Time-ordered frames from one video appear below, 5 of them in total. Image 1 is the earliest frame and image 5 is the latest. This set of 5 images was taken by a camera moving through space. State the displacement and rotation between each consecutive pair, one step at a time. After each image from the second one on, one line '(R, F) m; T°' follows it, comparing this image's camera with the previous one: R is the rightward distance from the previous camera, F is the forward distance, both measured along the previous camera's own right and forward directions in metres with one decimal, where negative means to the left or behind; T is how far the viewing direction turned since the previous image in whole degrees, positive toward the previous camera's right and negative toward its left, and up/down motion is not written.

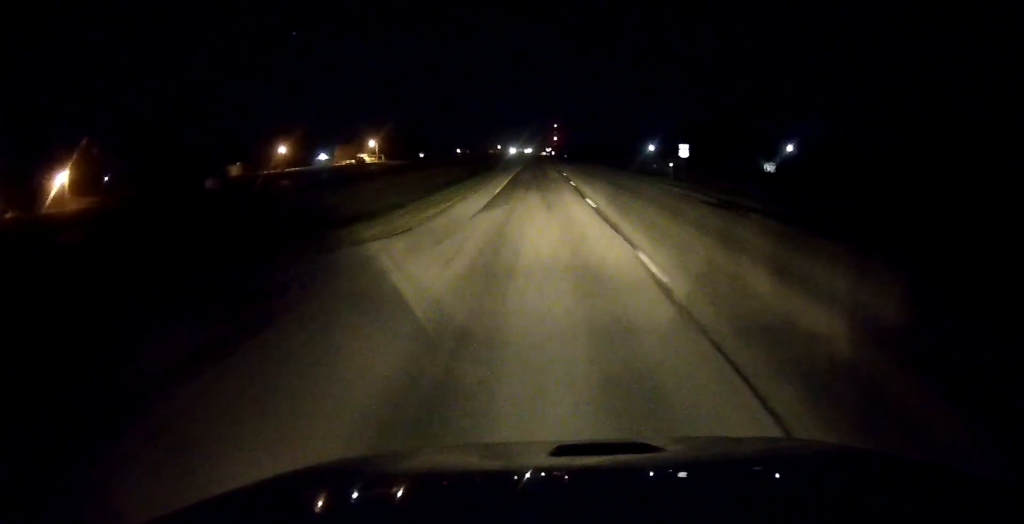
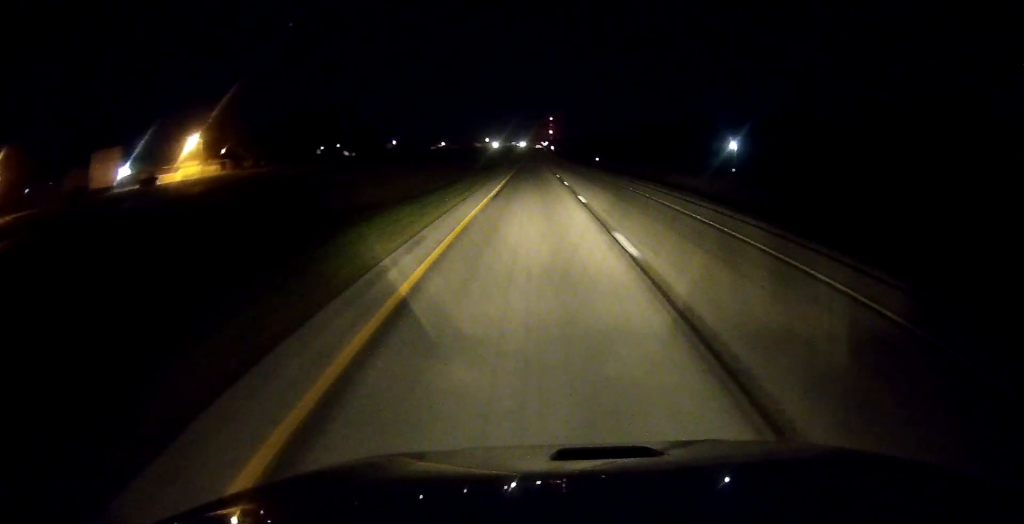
(+0.5, +128.9) m; 0°
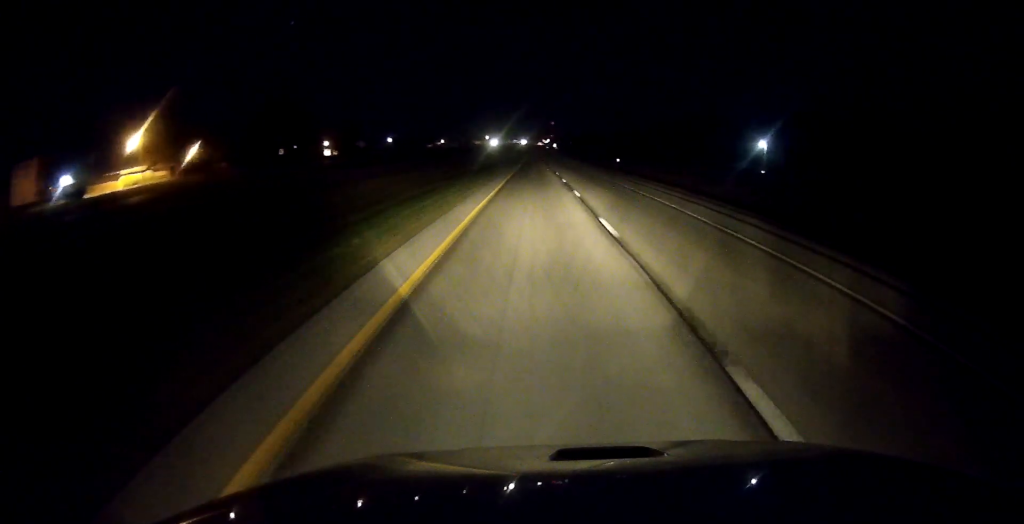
(0.0, +21.3) m; 0°
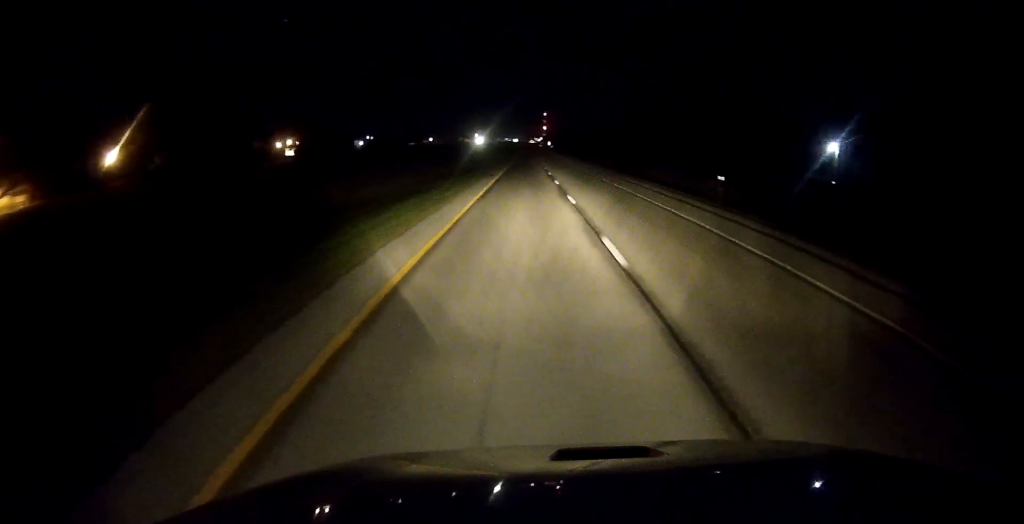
(+0.5, +39.5) m; +1°
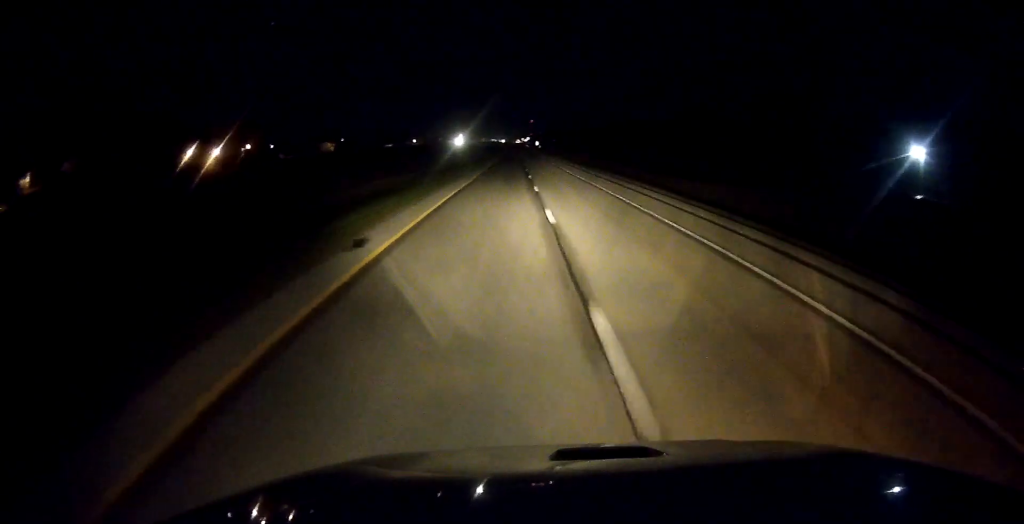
(+0.1, +30.5) m; 0°
